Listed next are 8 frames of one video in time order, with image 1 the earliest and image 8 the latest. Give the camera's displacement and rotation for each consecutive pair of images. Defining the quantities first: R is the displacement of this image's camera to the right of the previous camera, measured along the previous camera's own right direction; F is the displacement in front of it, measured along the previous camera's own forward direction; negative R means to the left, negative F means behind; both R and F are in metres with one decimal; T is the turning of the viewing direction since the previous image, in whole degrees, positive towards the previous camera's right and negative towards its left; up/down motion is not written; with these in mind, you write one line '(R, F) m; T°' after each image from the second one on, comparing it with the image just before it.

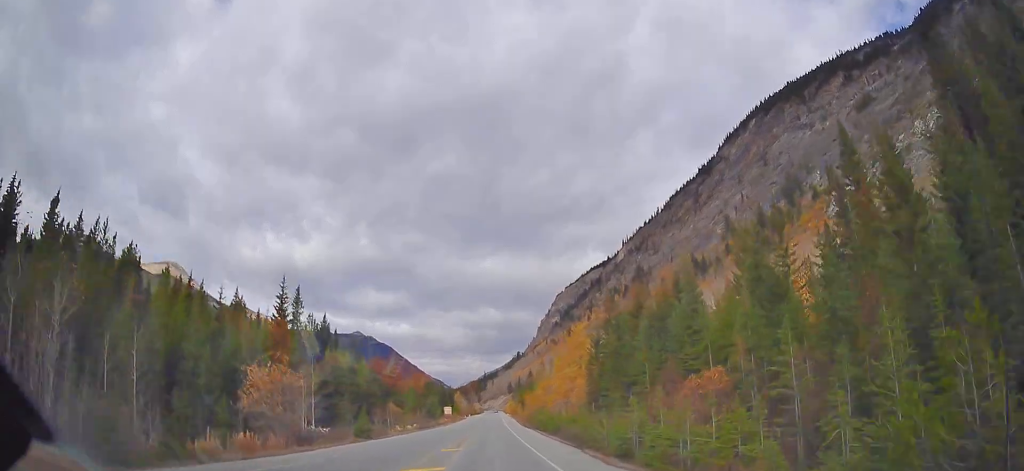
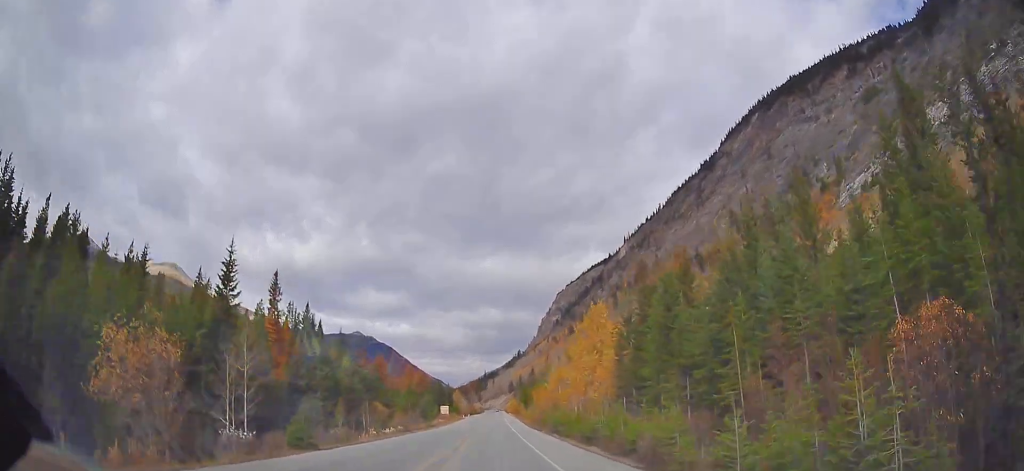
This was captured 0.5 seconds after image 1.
(0.0, +13.0) m; 0°
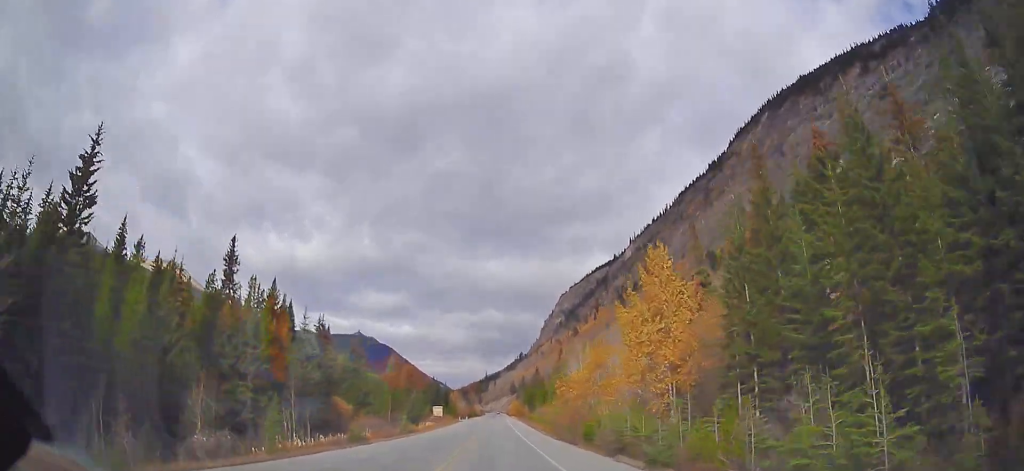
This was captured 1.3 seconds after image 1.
(0.0, +20.8) m; 0°
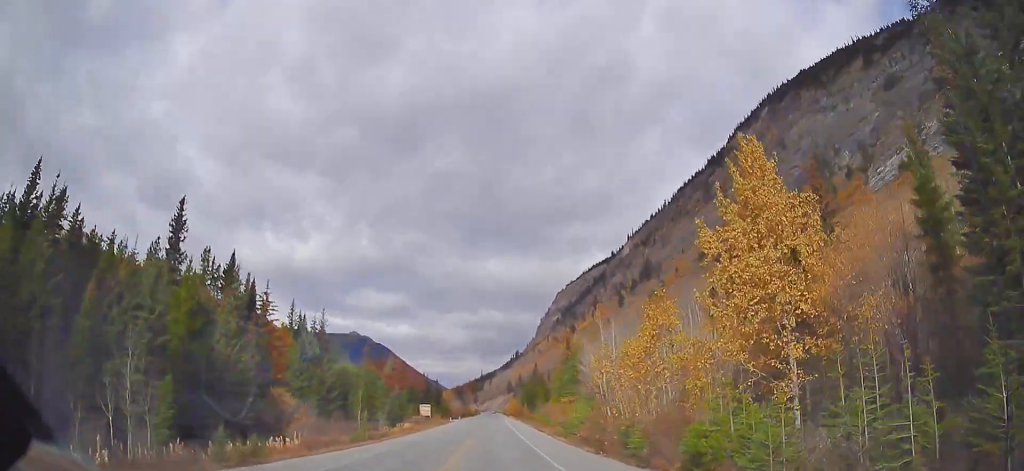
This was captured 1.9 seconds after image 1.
(-0.2, +15.7) m; 0°
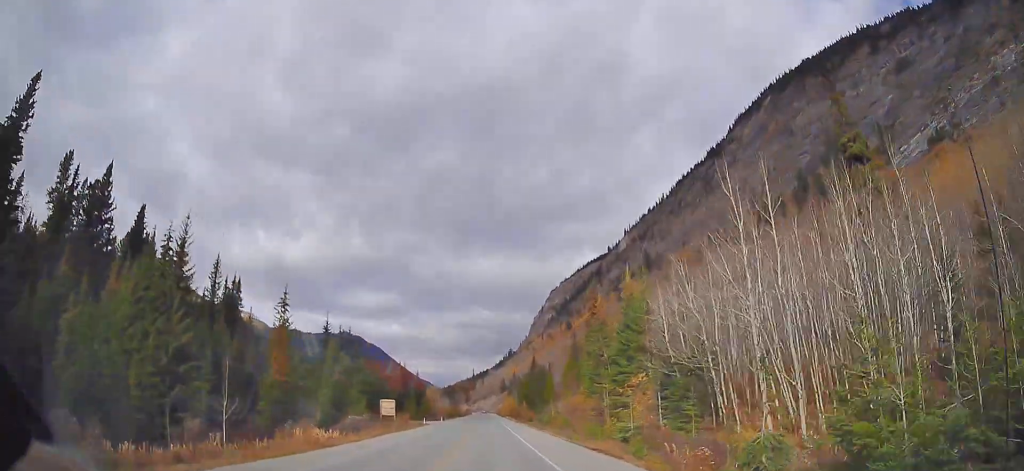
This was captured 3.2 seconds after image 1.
(+0.4, +33.4) m; +1°
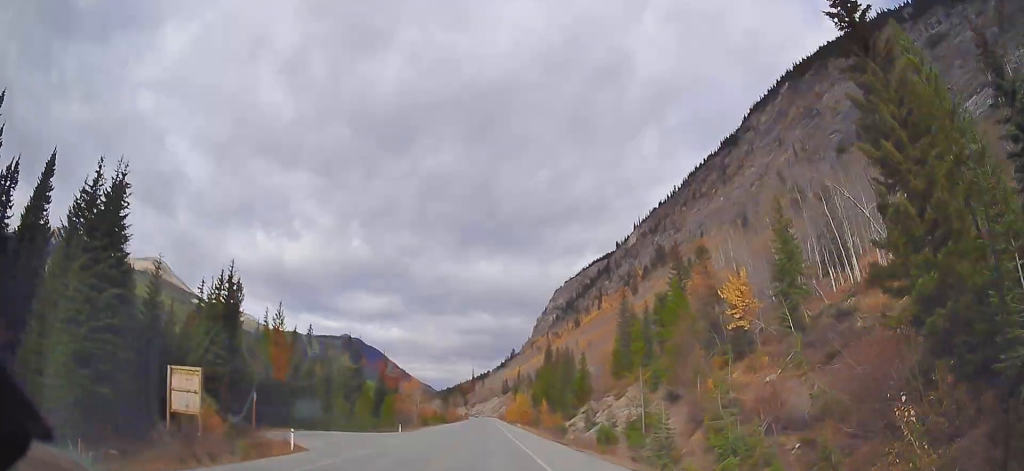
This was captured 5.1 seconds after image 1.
(0.0, +51.5) m; +1°
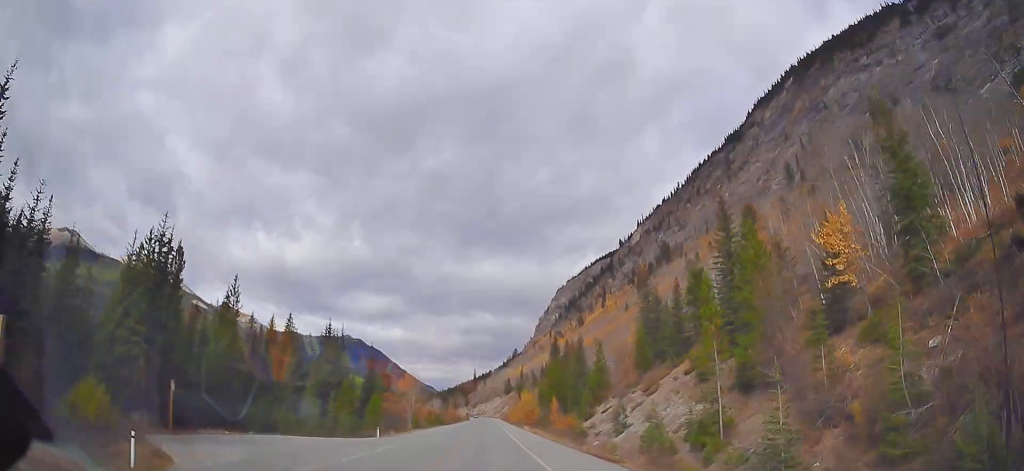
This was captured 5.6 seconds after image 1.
(0.0, +13.3) m; 0°
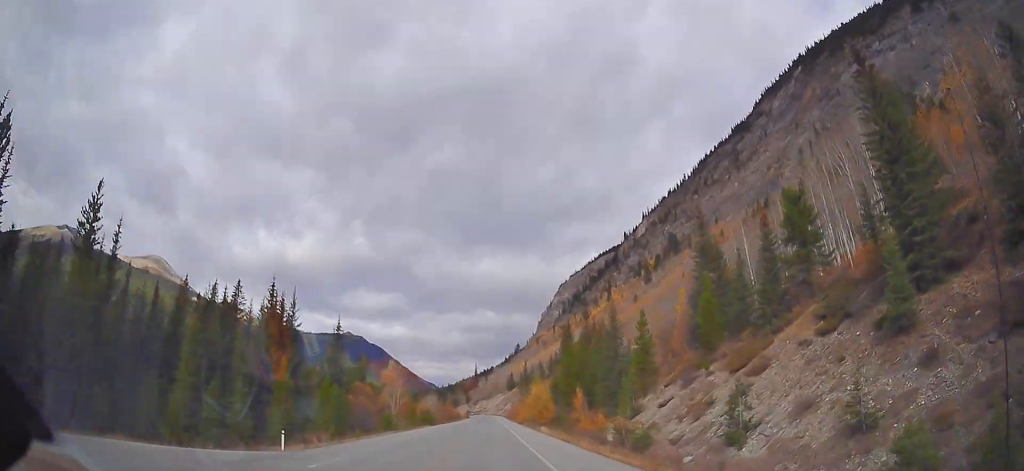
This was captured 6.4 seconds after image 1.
(0.0, +22.1) m; 0°
